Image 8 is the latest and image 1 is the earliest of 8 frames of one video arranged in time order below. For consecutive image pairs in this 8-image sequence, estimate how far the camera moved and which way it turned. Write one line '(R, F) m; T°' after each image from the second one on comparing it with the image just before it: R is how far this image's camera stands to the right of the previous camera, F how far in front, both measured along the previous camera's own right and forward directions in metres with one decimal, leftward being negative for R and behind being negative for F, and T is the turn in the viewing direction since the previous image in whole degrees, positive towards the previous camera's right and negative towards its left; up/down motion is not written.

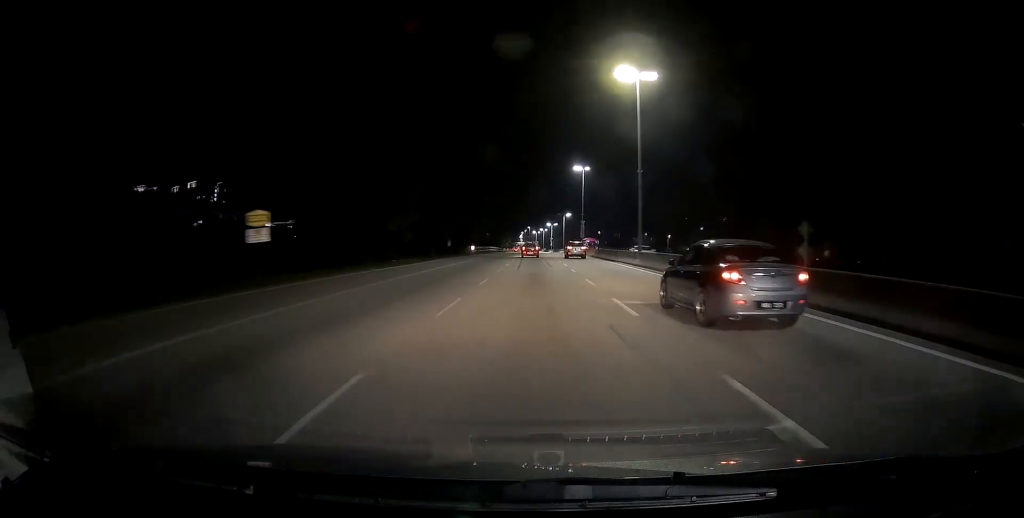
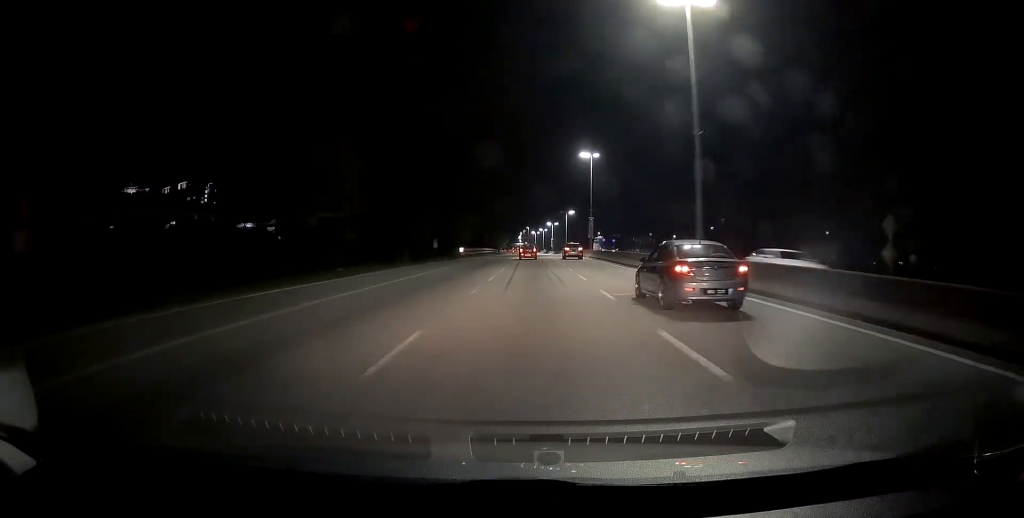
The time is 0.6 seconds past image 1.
(+0.4, +13.1) m; 0°
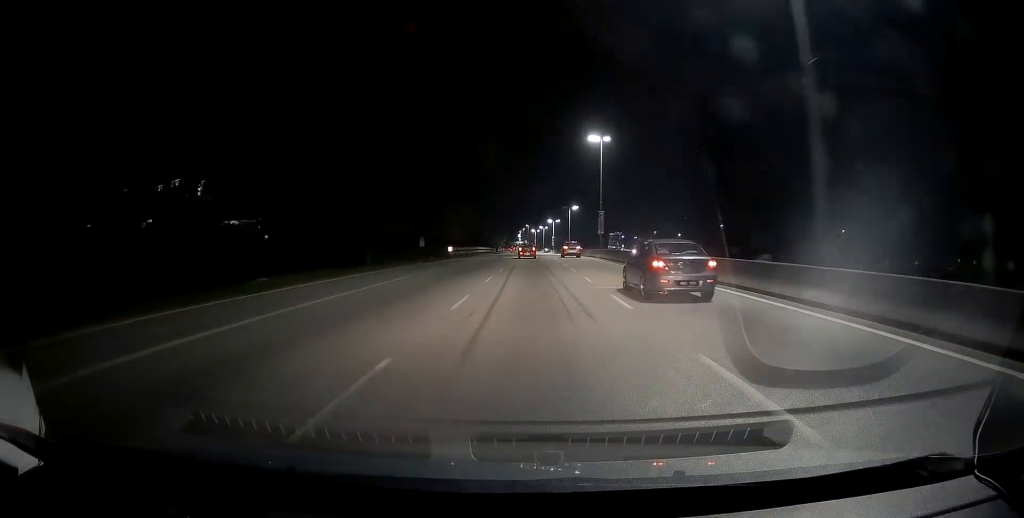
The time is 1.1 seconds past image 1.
(+0.4, +10.2) m; 0°
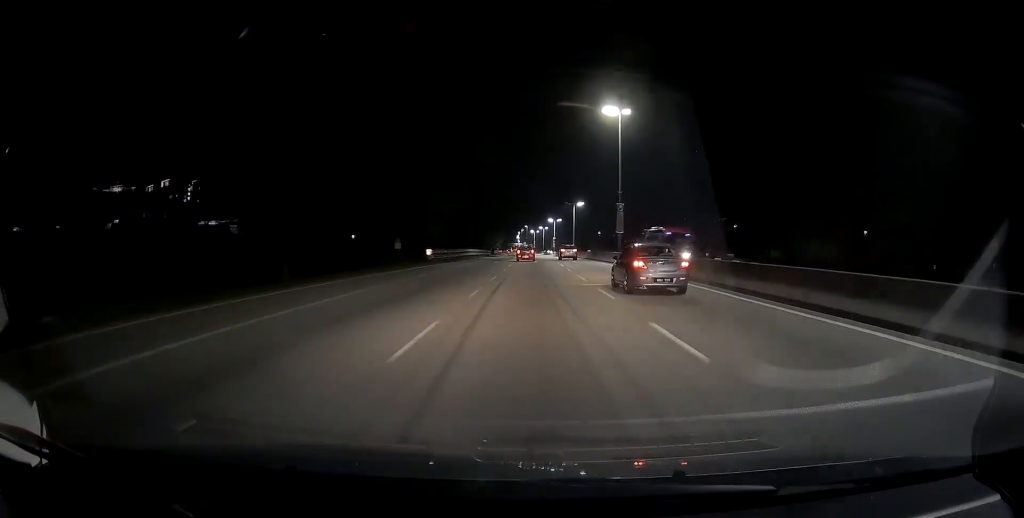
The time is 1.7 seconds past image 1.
(-0.5, +13.1) m; 0°
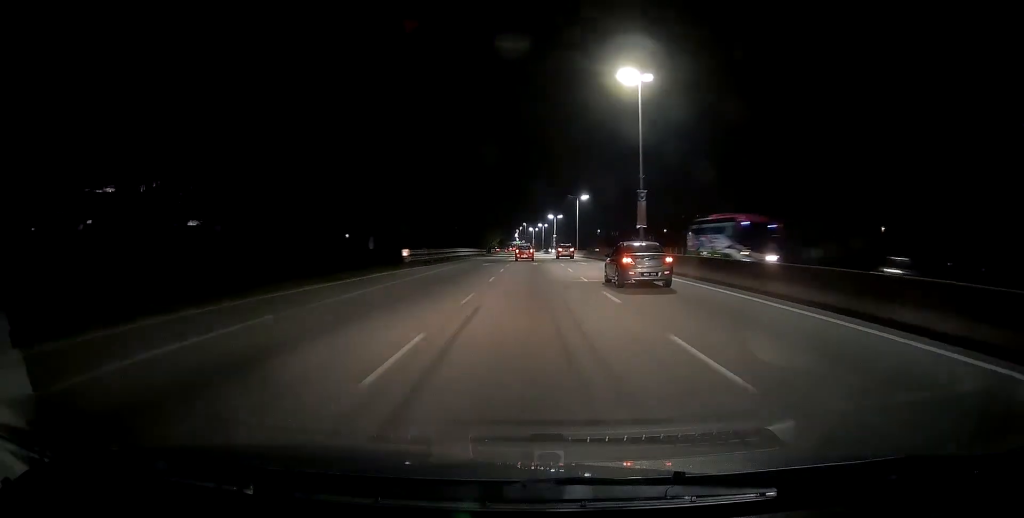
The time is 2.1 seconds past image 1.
(-0.3, +9.5) m; 0°
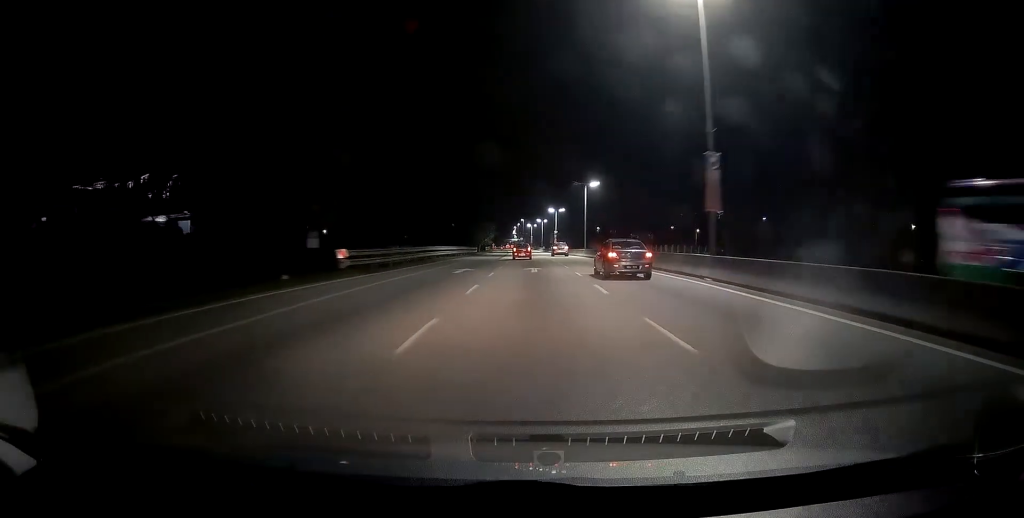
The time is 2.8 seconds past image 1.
(+0.6, +14.6) m; 0°
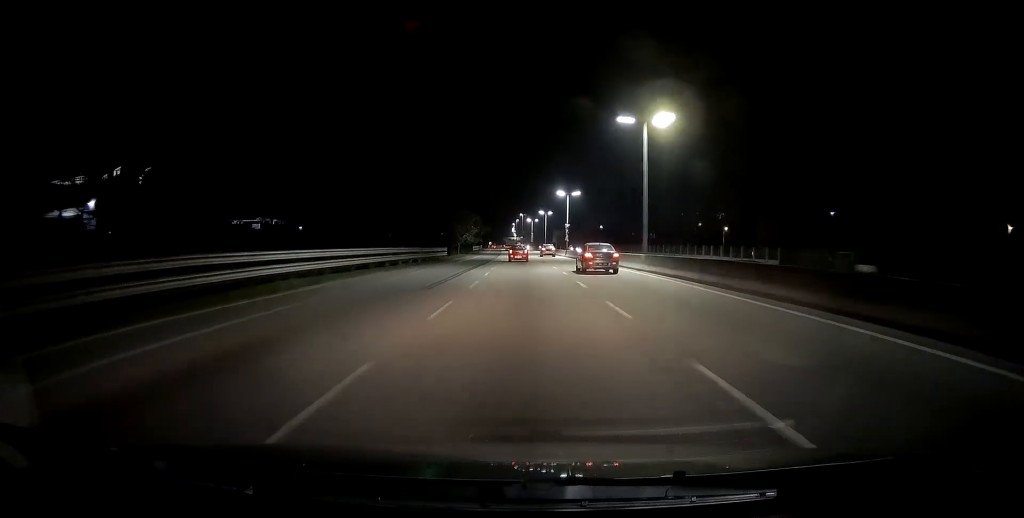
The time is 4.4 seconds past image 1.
(-0.3, +35.0) m; 0°
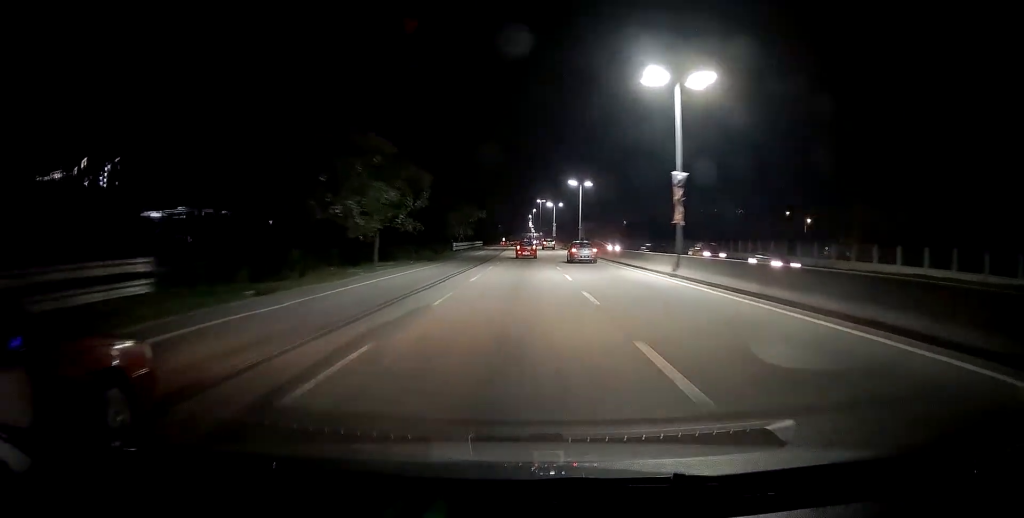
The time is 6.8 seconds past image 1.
(-0.9, +52.7) m; -1°
